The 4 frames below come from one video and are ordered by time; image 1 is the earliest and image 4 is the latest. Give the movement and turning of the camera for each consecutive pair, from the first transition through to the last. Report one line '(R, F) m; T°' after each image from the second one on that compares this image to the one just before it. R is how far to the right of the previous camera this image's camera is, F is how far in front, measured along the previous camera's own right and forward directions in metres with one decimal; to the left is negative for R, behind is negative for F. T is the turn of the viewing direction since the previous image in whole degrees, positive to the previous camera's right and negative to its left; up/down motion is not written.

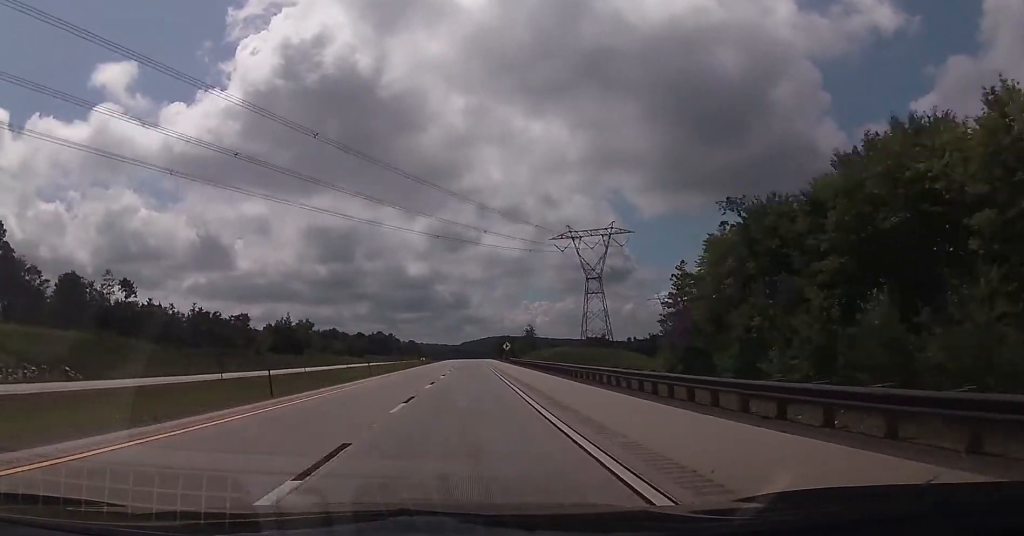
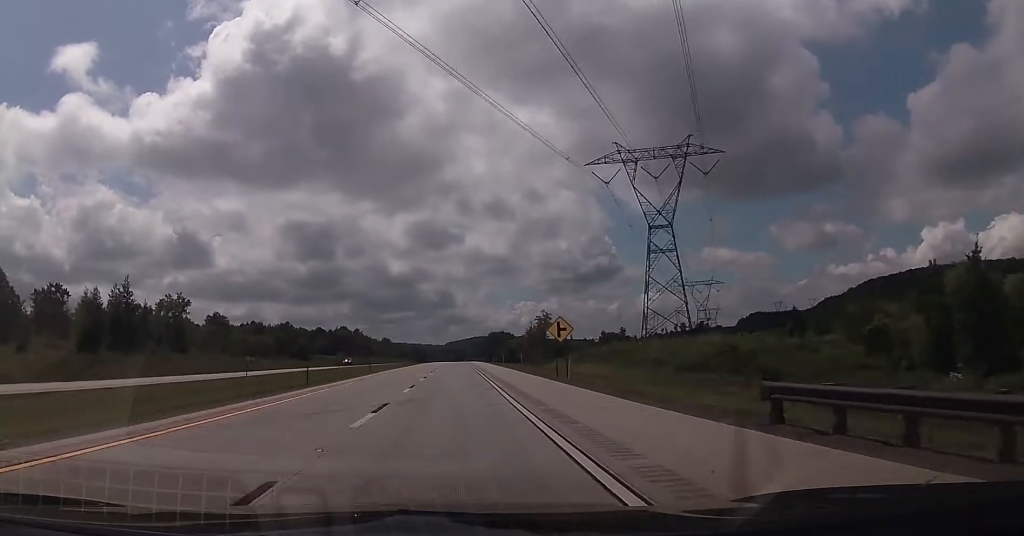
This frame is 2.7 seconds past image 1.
(0.0, +88.7) m; 0°
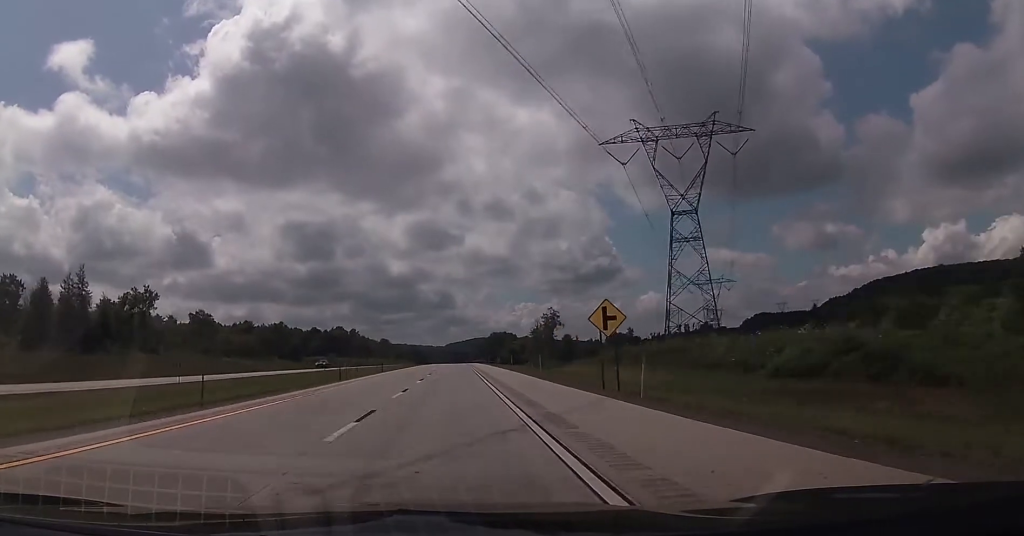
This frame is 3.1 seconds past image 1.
(0.0, +14.2) m; +1°
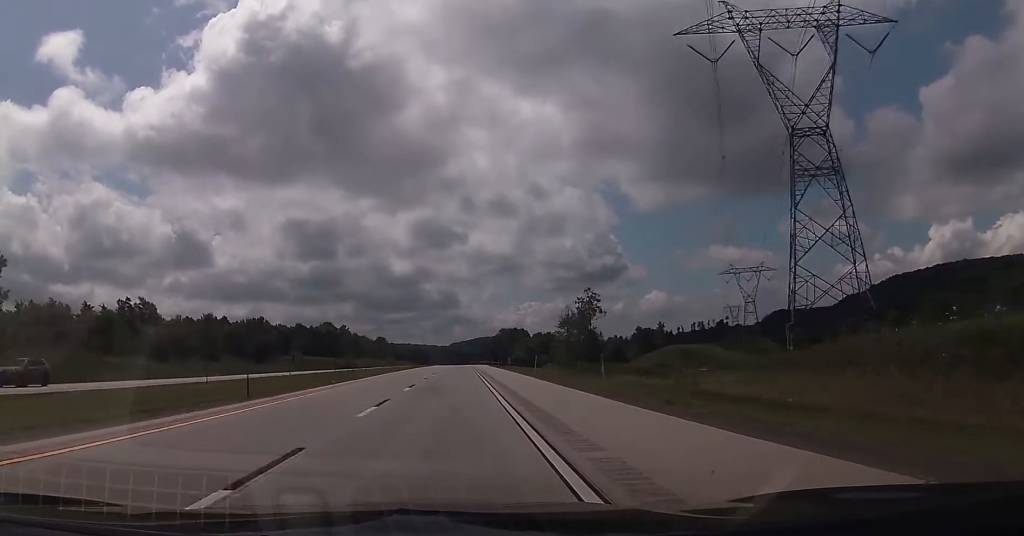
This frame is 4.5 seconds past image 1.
(+0.4, +43.6) m; 0°
